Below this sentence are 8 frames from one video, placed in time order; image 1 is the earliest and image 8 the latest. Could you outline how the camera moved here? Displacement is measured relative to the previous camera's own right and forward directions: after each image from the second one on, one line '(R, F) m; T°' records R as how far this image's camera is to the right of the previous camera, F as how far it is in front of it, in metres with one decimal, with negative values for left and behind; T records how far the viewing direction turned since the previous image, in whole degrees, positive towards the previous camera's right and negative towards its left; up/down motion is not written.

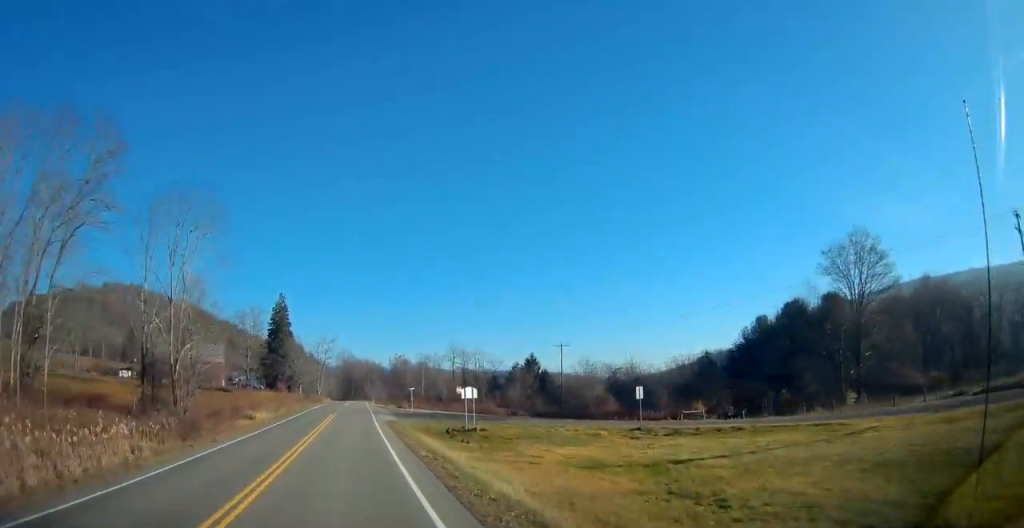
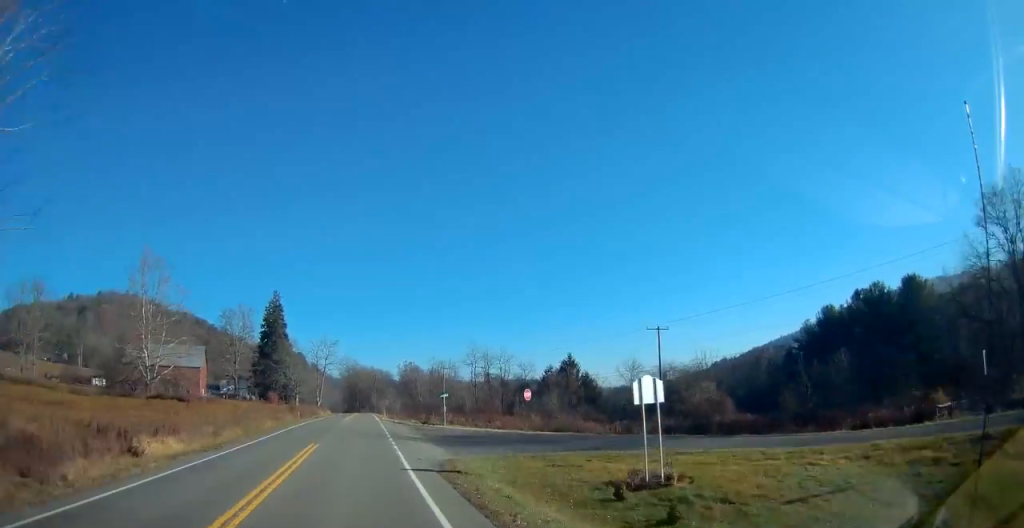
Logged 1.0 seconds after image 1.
(+0.3, +25.0) m; 0°
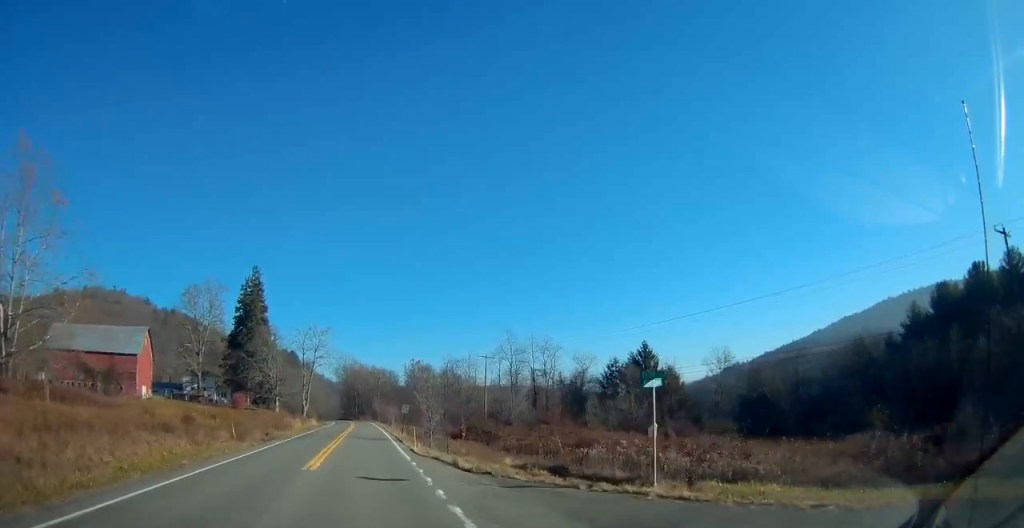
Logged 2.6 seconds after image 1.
(+0.1, +38.2) m; 0°
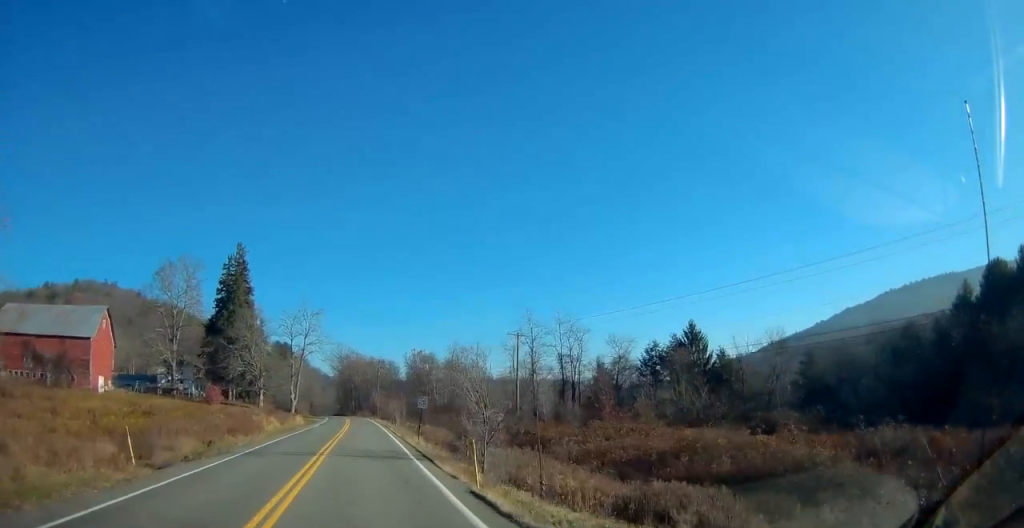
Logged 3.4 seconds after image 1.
(-0.2, +16.8) m; 0°
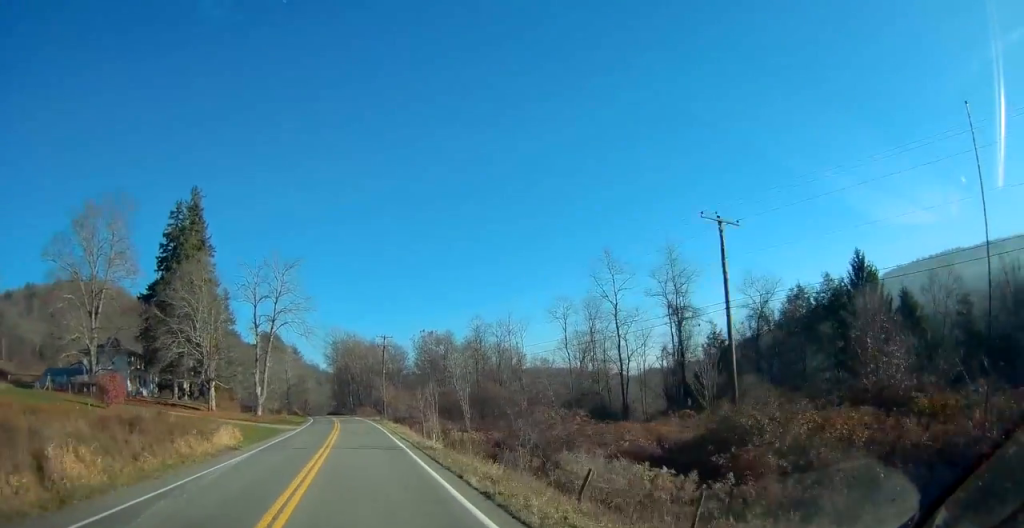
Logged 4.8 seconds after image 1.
(+0.2, +34.3) m; 0°
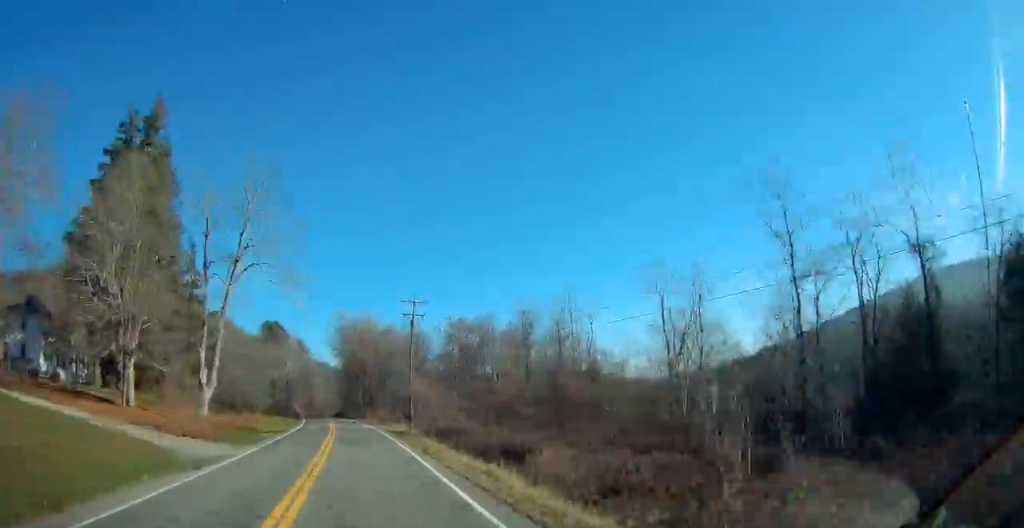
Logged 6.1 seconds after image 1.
(-0.1, +28.8) m; -1°
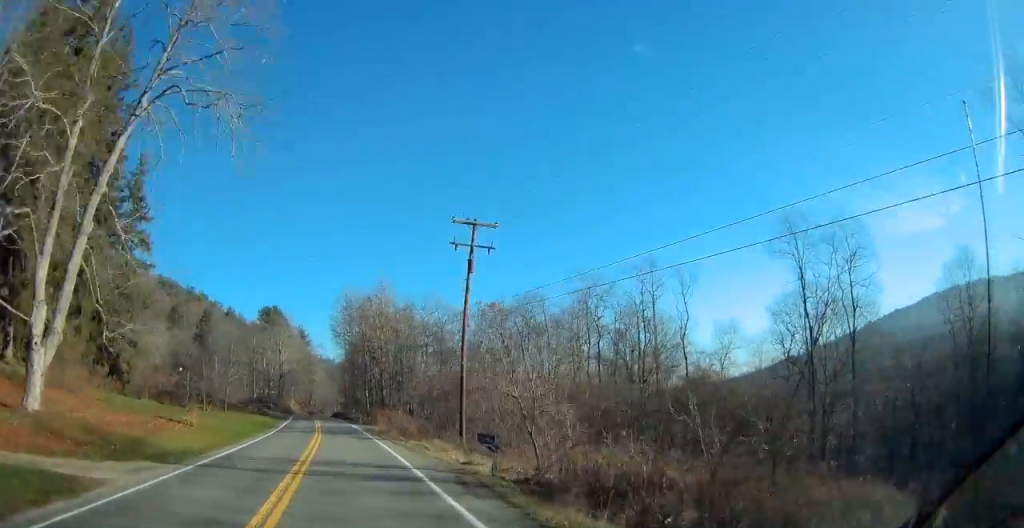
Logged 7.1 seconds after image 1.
(-0.3, +24.2) m; -1°
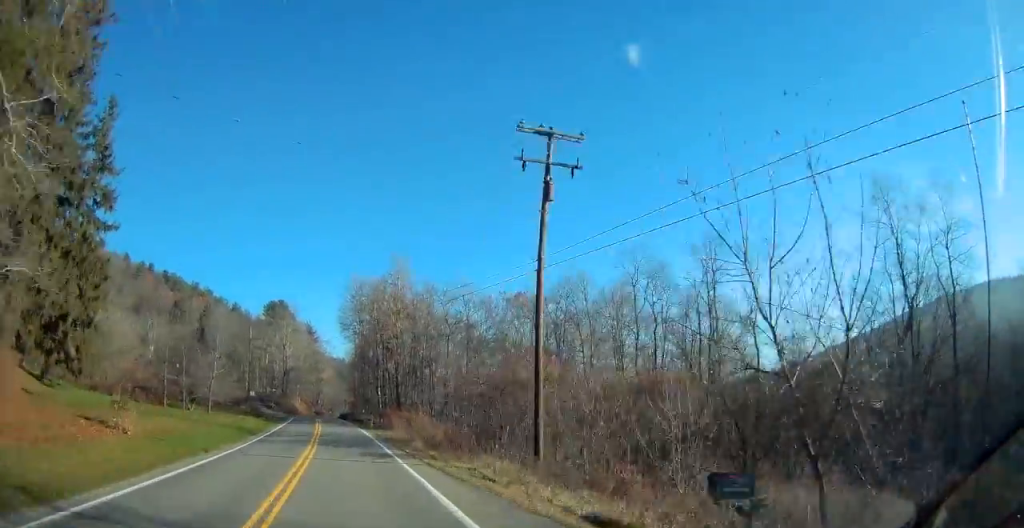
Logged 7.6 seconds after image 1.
(-0.1, +11.2) m; 0°
